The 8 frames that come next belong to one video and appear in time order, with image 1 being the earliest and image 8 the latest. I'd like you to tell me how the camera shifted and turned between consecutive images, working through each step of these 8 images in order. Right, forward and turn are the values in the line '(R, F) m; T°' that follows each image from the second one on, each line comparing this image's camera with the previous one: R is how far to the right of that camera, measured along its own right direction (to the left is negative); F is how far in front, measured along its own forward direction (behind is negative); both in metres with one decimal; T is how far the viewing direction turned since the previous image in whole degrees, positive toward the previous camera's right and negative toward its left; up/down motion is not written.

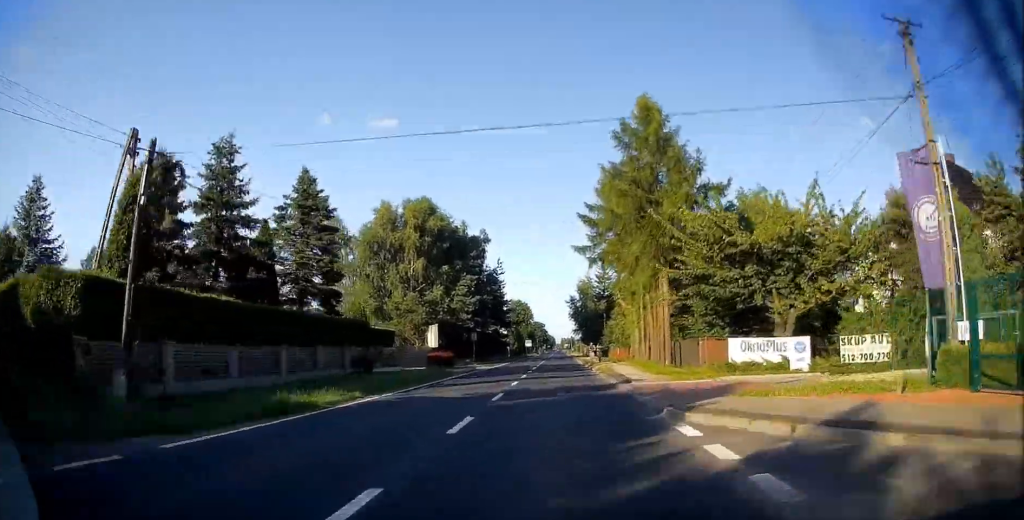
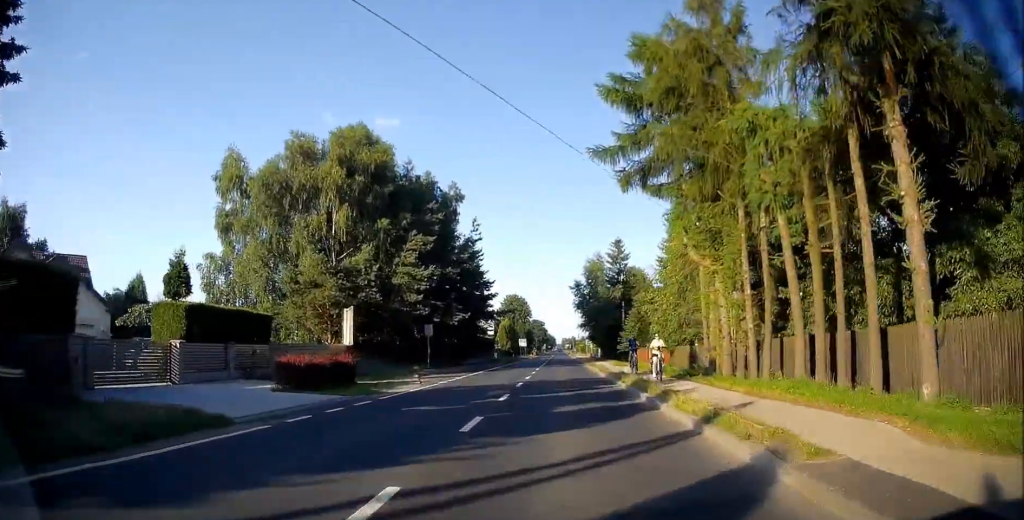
(+0.2, +24.4) m; 0°
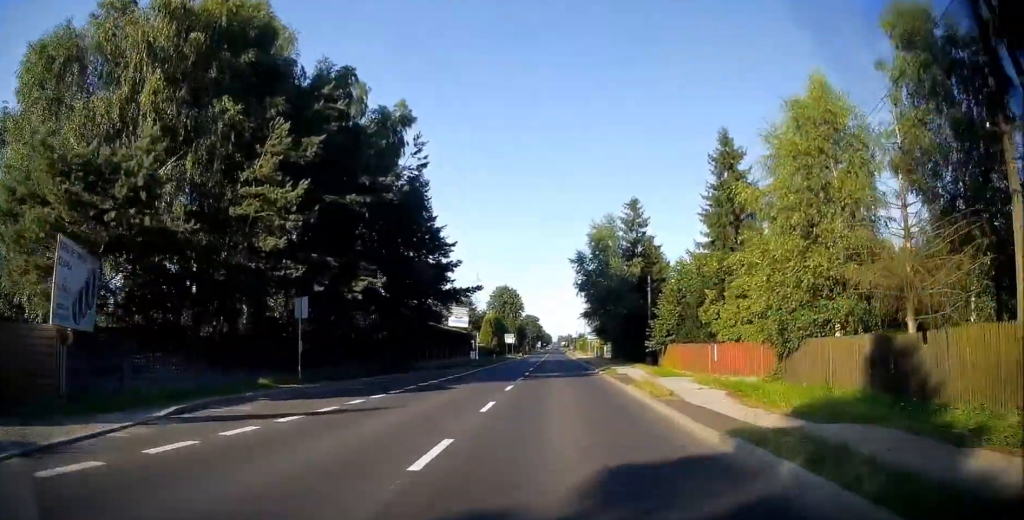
(-0.3, +21.1) m; 0°
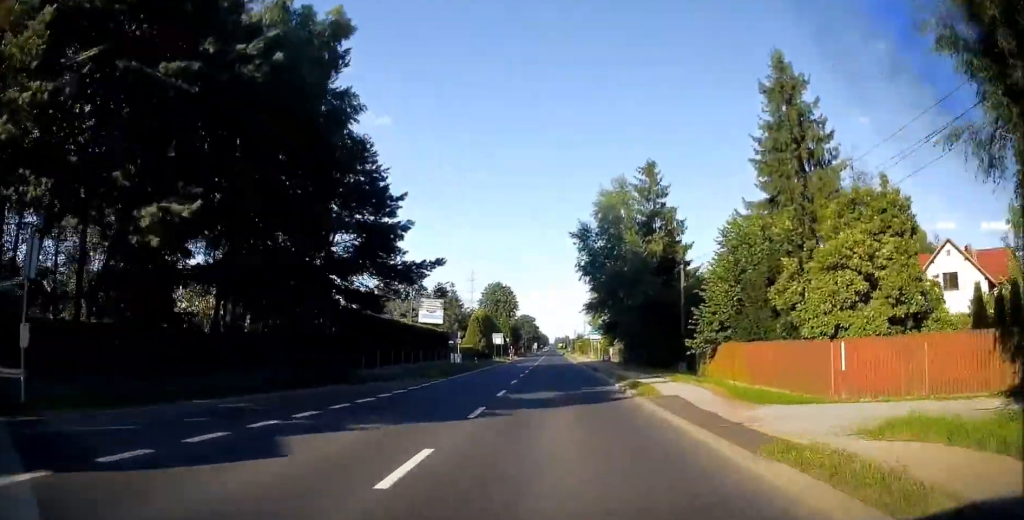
(+0.2, +12.8) m; 0°
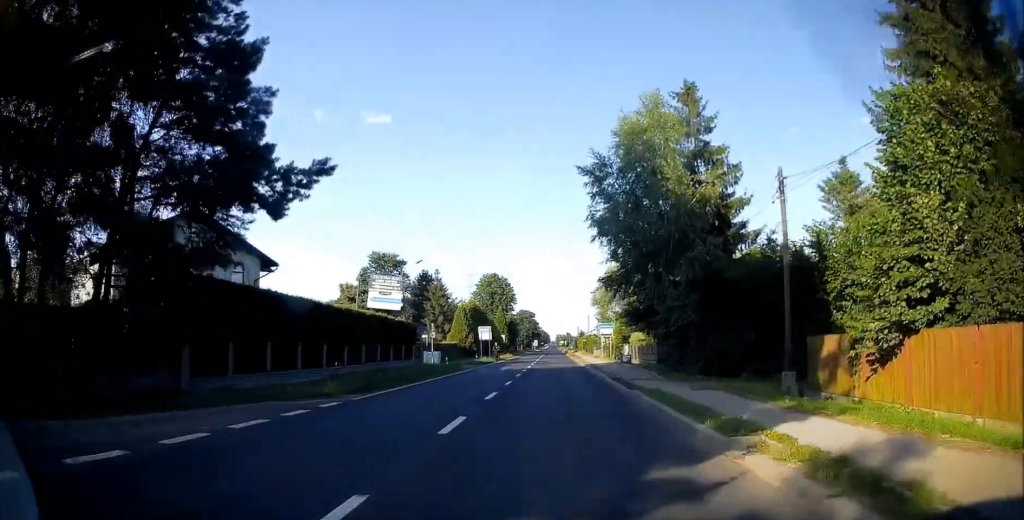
(-0.3, +14.4) m; 0°
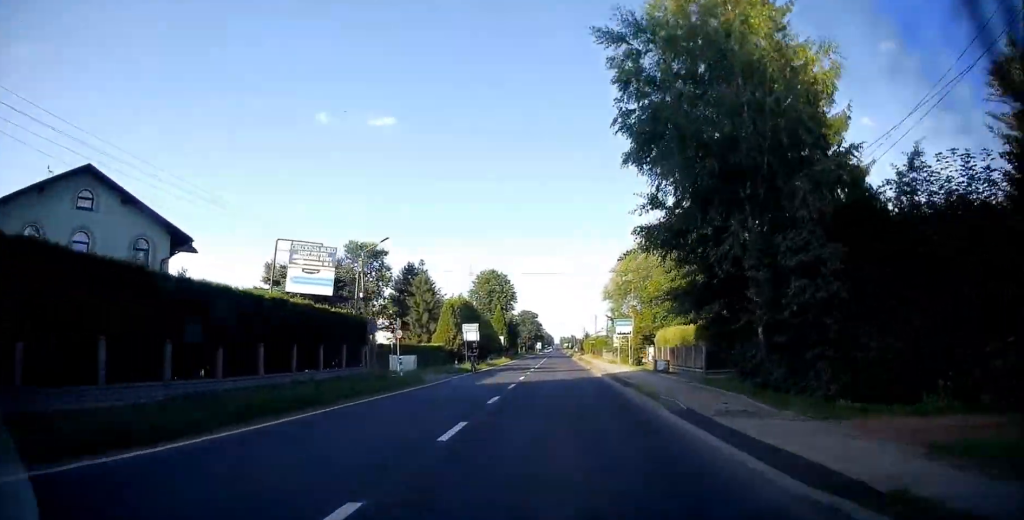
(+0.2, +12.2) m; 0°
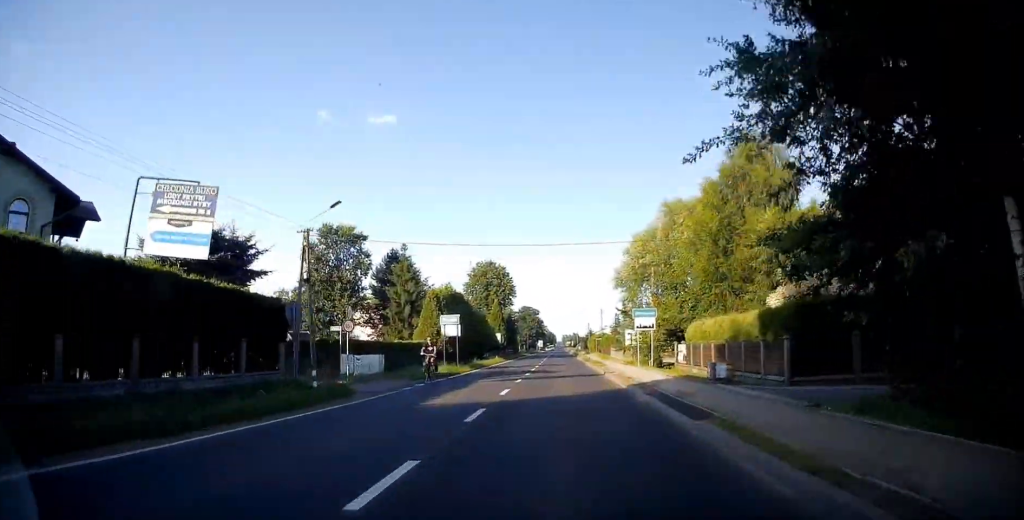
(0.0, +10.0) m; 0°
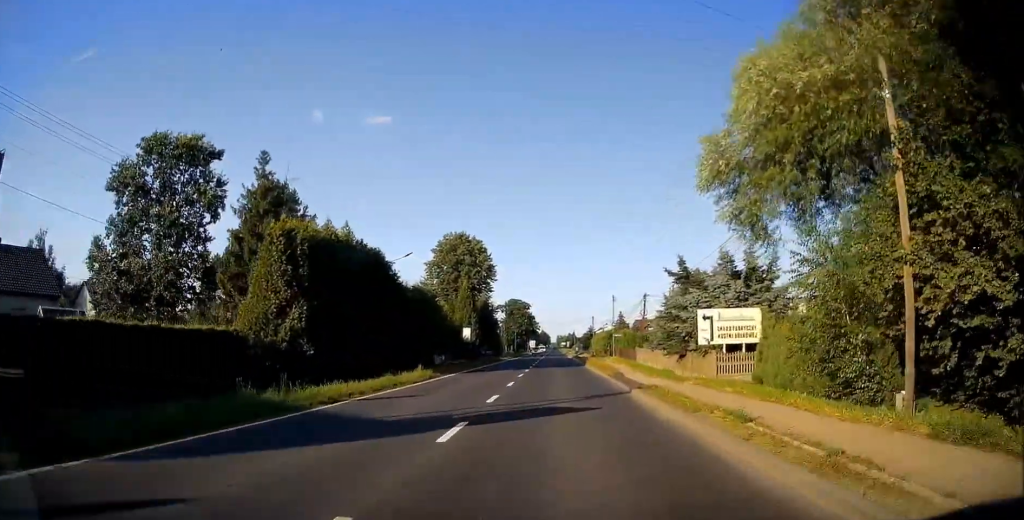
(-0.3, +32.3) m; +1°
